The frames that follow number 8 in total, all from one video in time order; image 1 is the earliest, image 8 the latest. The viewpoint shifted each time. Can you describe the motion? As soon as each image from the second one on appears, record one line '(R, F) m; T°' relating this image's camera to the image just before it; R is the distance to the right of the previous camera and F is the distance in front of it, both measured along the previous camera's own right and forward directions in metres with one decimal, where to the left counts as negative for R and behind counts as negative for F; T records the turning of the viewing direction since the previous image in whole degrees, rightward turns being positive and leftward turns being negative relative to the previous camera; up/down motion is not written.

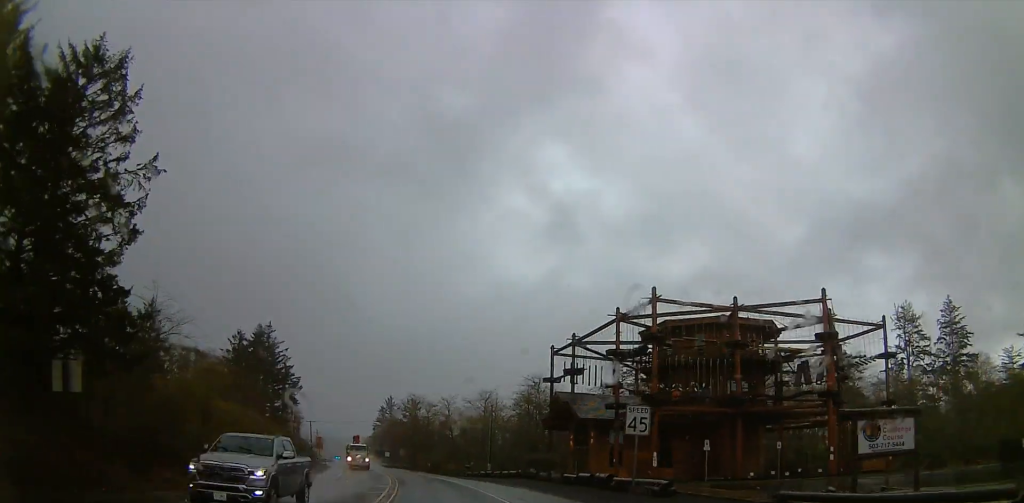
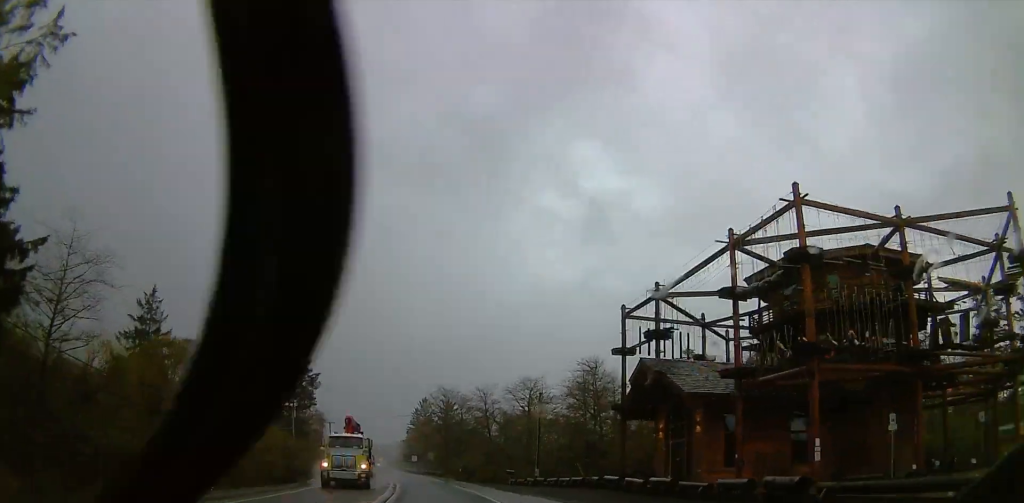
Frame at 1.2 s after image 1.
(-1.1, +17.3) m; -6°
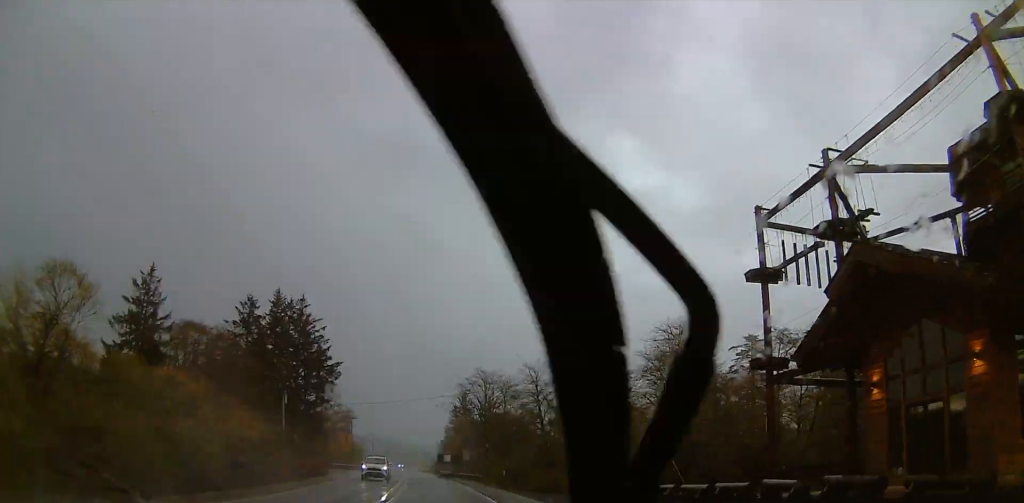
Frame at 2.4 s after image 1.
(-0.8, +18.9) m; -4°
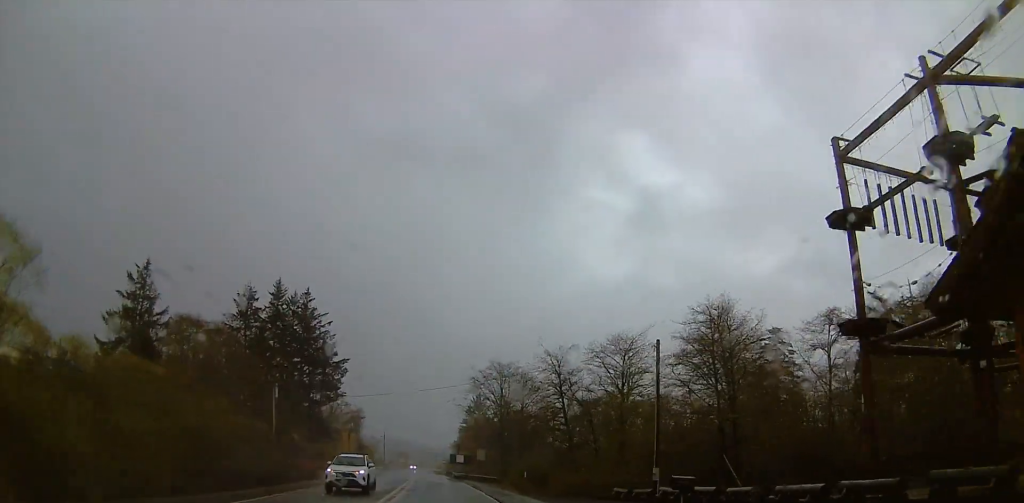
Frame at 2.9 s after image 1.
(-0.1, +7.1) m; -1°
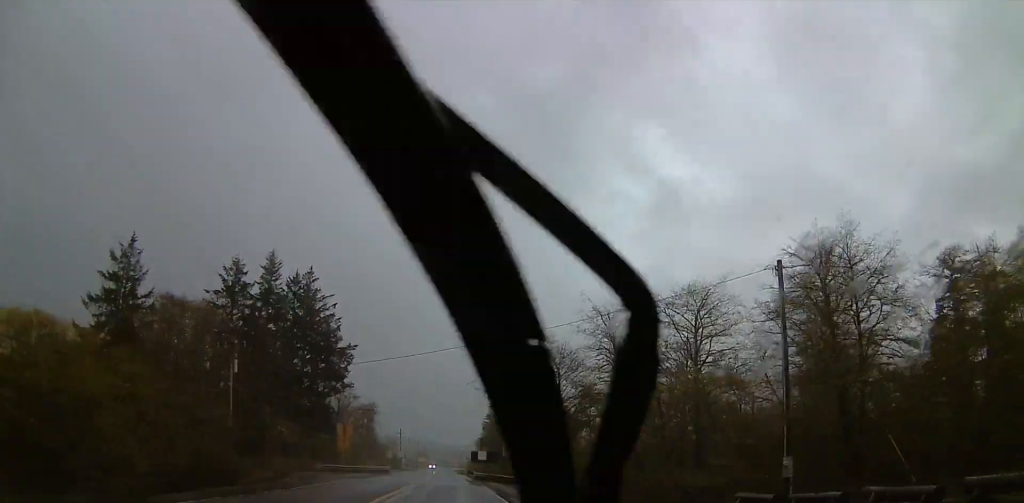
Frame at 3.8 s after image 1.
(0.0, +13.9) m; 0°
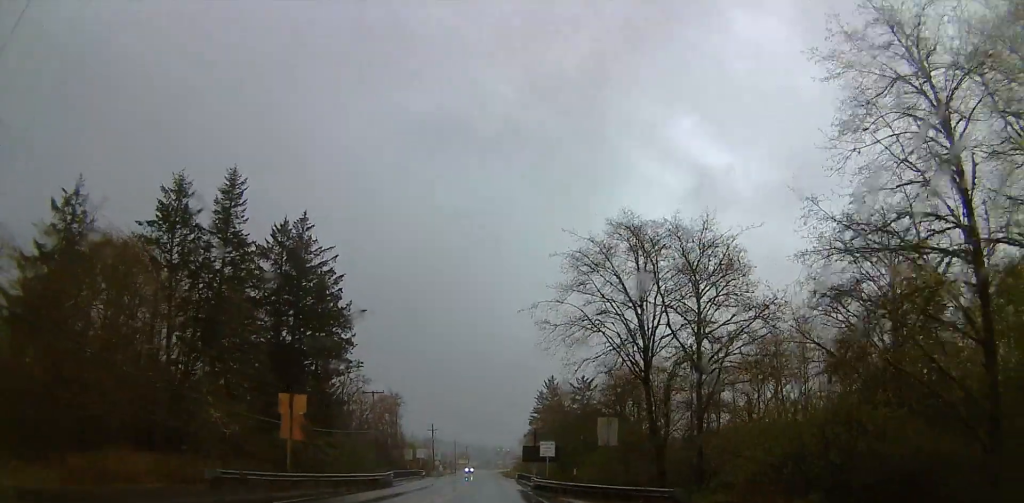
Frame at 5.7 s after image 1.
(-0.9, +29.2) m; -5°
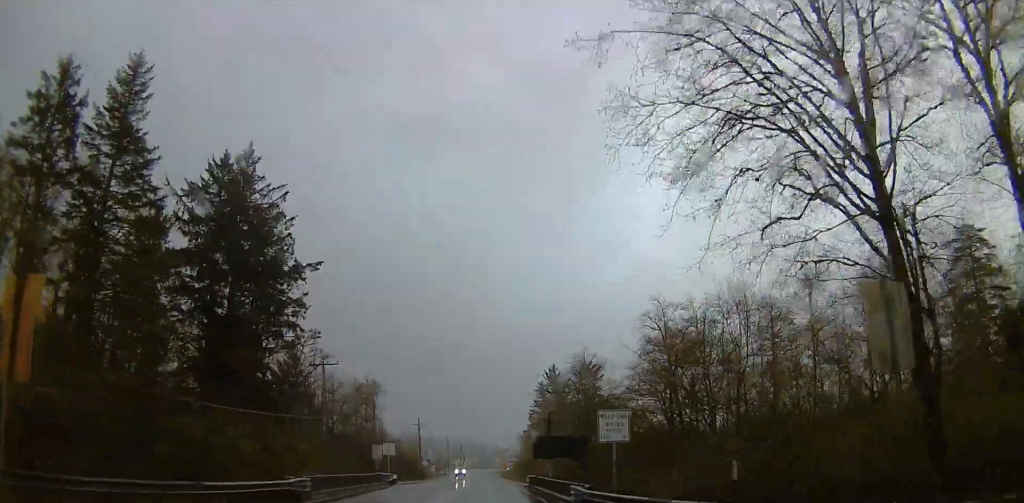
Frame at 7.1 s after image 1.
(-0.7, +21.3) m; -1°
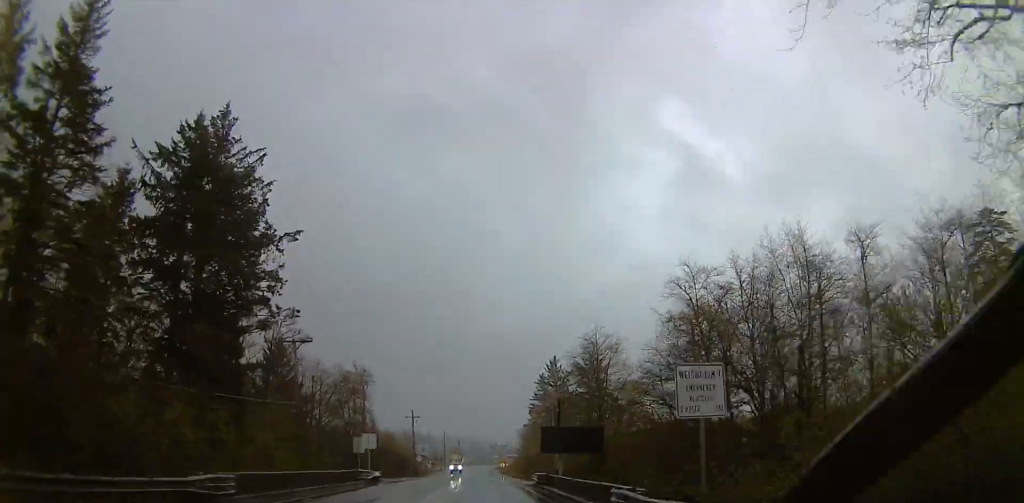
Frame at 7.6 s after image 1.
(-0.1, +7.8) m; +1°
